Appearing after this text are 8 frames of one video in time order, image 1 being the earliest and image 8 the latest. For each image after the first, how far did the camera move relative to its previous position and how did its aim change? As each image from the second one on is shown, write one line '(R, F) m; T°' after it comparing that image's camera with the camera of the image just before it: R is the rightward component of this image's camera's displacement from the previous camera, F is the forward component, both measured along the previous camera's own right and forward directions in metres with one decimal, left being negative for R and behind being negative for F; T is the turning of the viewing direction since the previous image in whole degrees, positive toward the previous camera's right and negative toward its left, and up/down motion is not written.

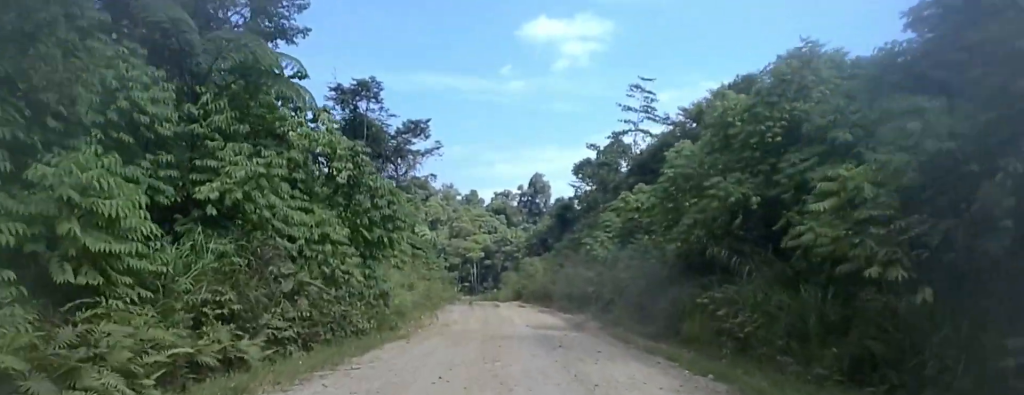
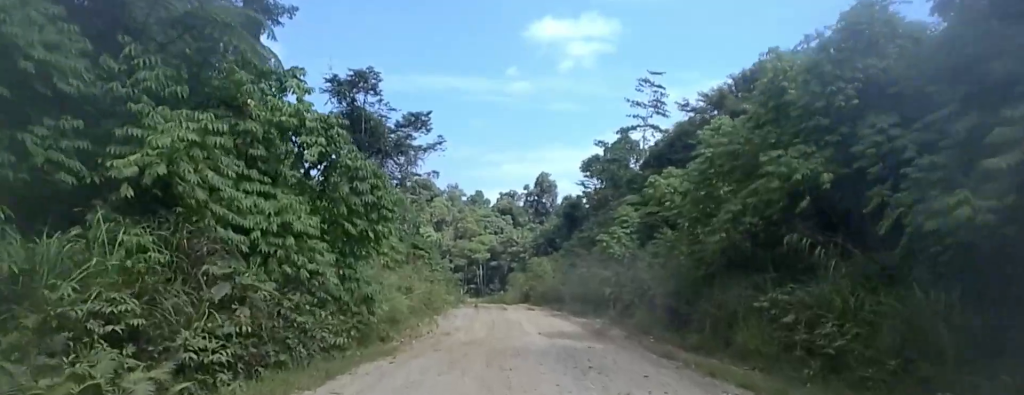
(0.0, +2.9) m; +1°
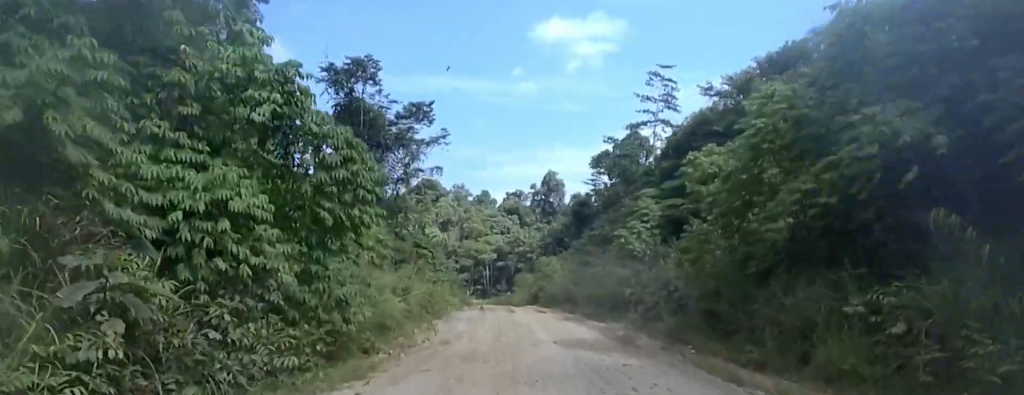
(0.0, +2.9) m; +3°
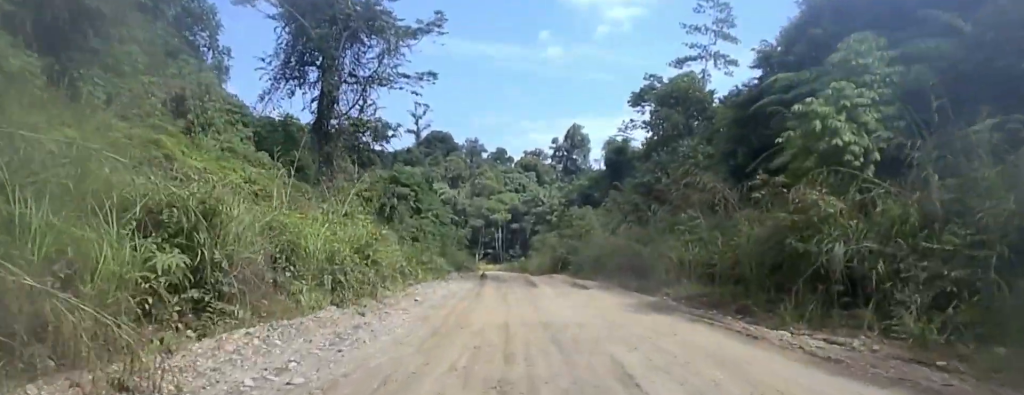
(+1.6, +16.6) m; +7°
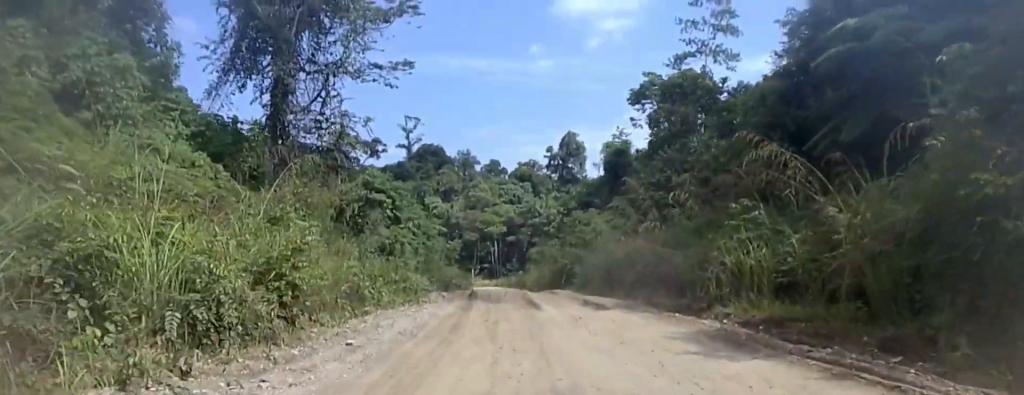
(0.0, +5.4) m; 0°
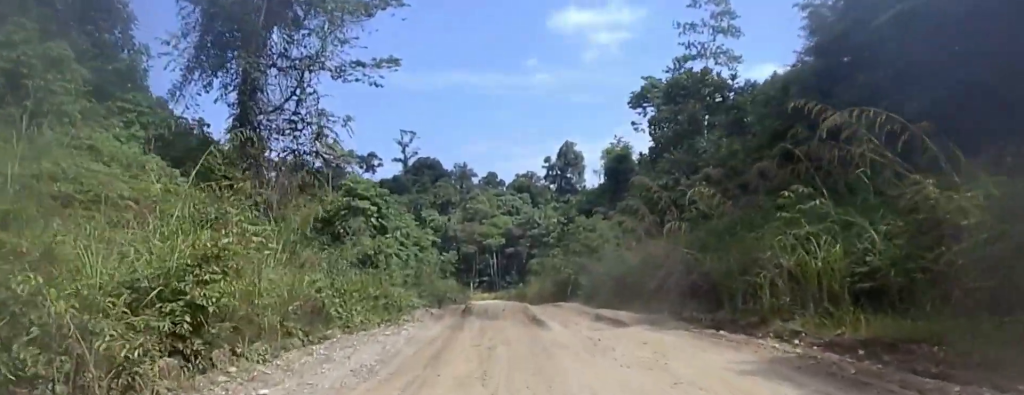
(0.0, +3.1) m; 0°
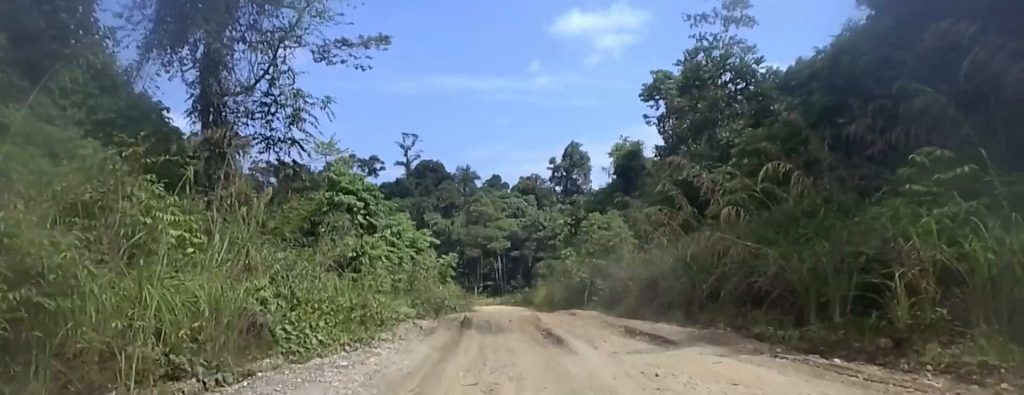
(0.0, +3.8) m; 0°
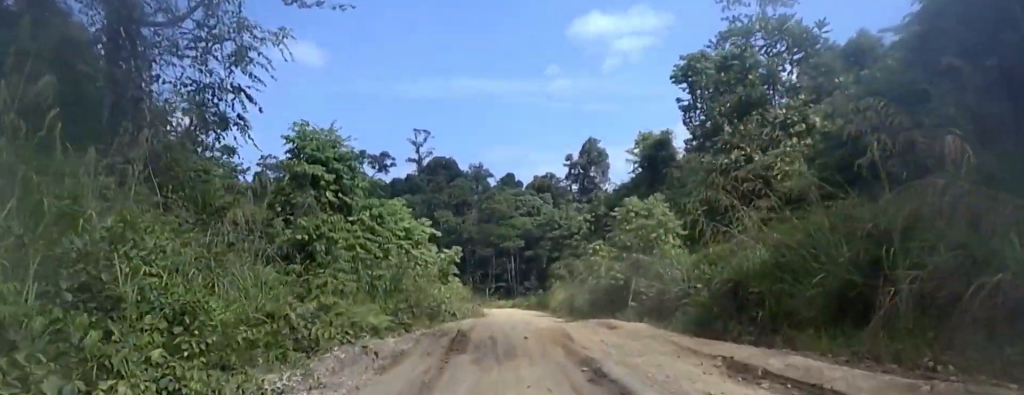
(0.0, +6.5) m; 0°
